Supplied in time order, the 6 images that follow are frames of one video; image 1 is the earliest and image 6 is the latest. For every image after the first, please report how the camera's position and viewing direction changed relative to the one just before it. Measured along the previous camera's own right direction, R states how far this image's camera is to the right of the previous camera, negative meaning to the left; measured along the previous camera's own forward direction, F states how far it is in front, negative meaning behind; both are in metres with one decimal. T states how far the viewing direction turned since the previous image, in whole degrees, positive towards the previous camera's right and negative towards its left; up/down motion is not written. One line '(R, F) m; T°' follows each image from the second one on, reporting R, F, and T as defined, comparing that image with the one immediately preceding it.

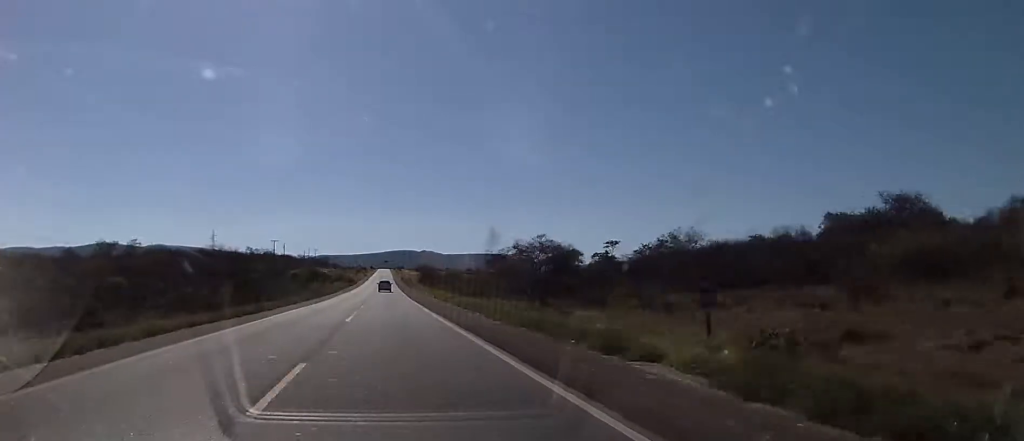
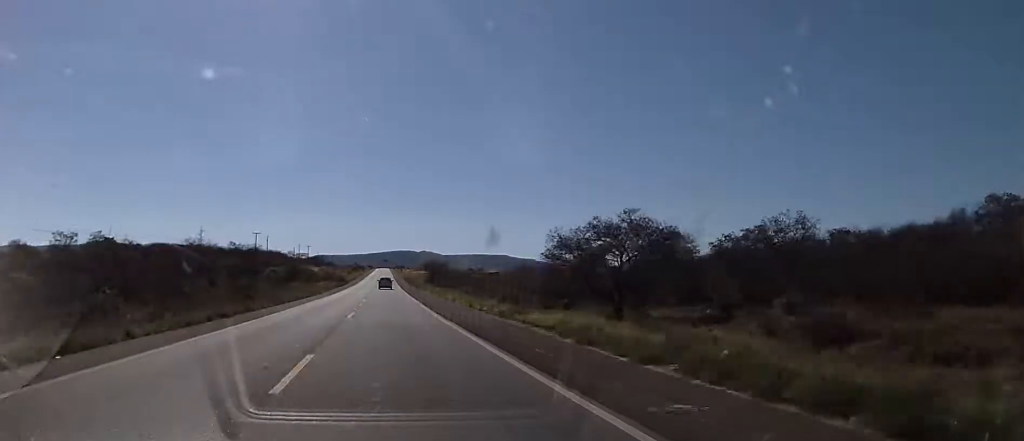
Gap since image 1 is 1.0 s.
(+0.1, +30.6) m; 0°
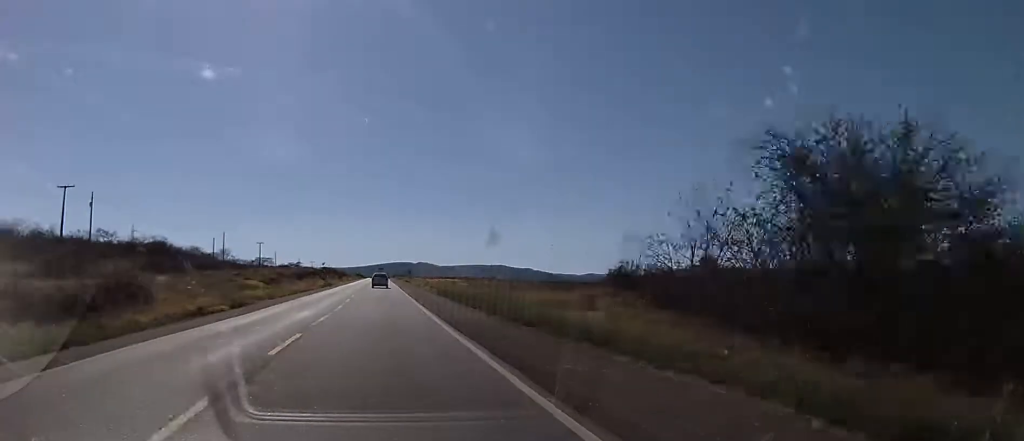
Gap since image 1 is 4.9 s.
(+3.3, +115.1) m; +3°
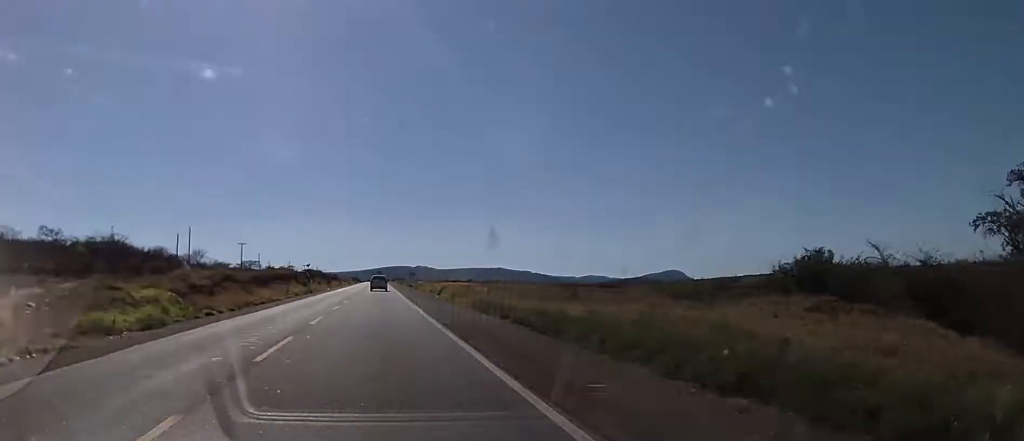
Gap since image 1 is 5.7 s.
(-0.4, +23.8) m; -3°
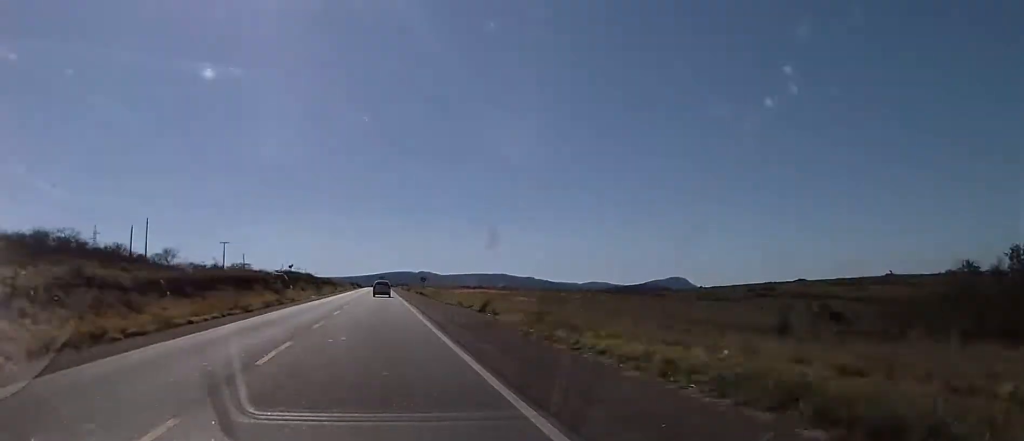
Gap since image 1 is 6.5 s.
(-0.8, +23.7) m; -1°
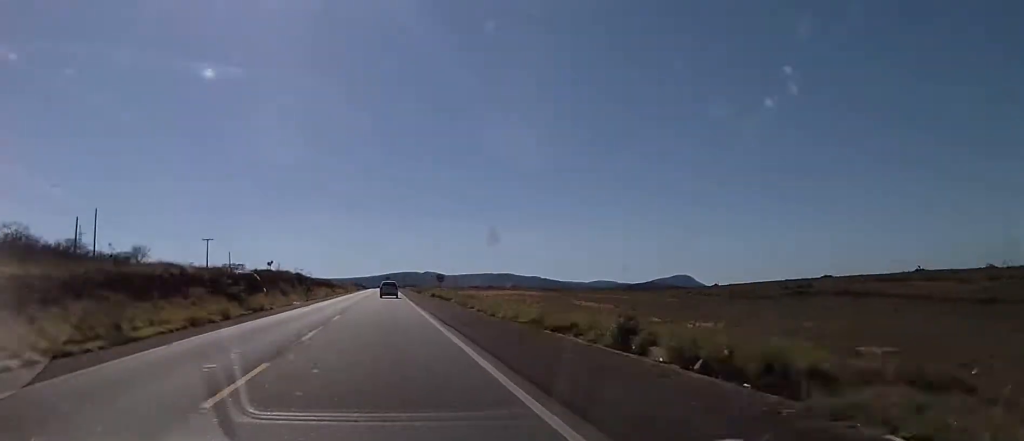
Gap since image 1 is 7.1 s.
(0.0, +19.6) m; 0°
